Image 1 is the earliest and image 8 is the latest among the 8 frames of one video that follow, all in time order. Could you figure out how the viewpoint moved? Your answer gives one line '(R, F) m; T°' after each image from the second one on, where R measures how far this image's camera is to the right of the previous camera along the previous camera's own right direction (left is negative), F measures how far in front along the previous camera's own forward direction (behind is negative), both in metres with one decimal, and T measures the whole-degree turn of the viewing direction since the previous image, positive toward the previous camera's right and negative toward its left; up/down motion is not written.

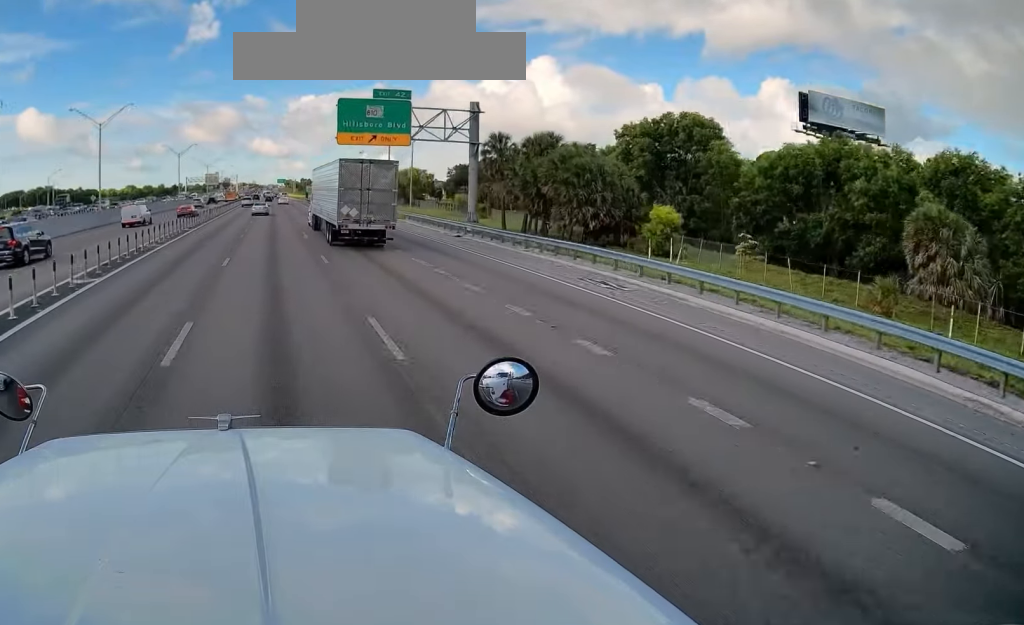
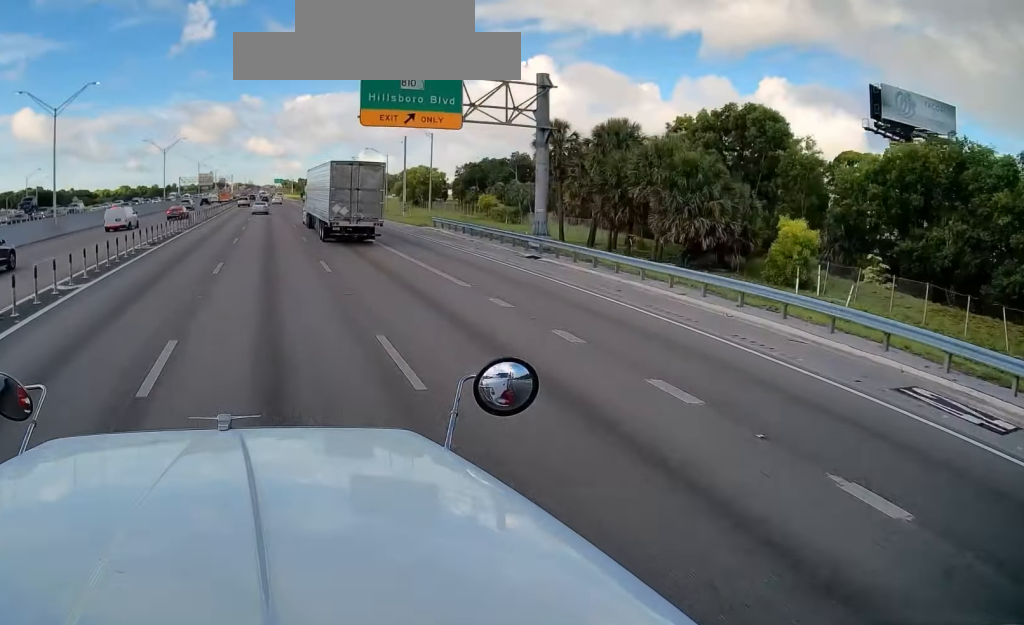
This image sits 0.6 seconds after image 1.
(+0.1, +14.0) m; 0°
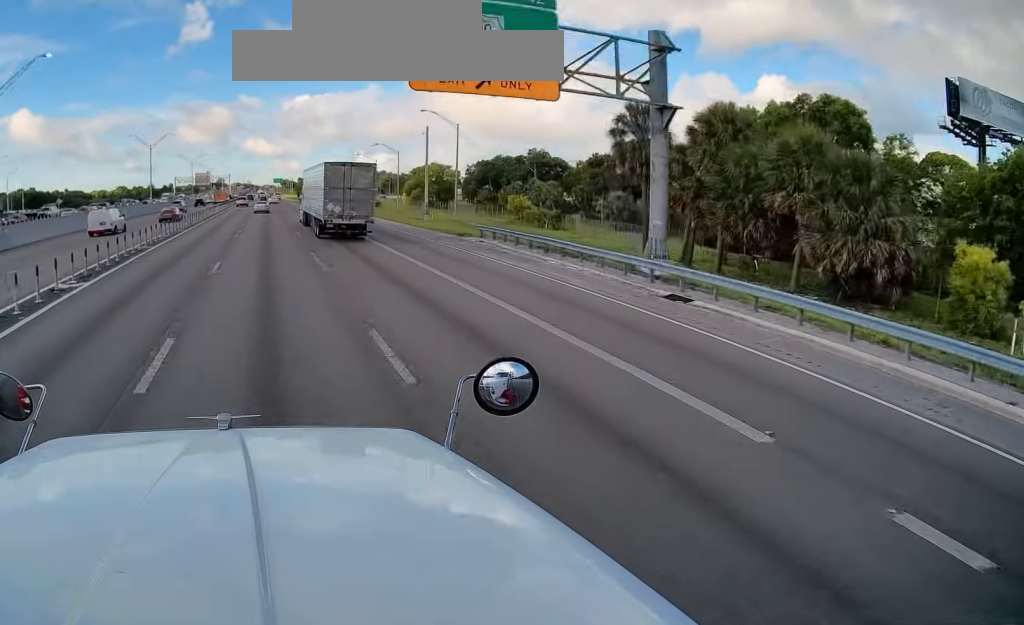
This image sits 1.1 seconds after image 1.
(0.0, +12.5) m; 0°
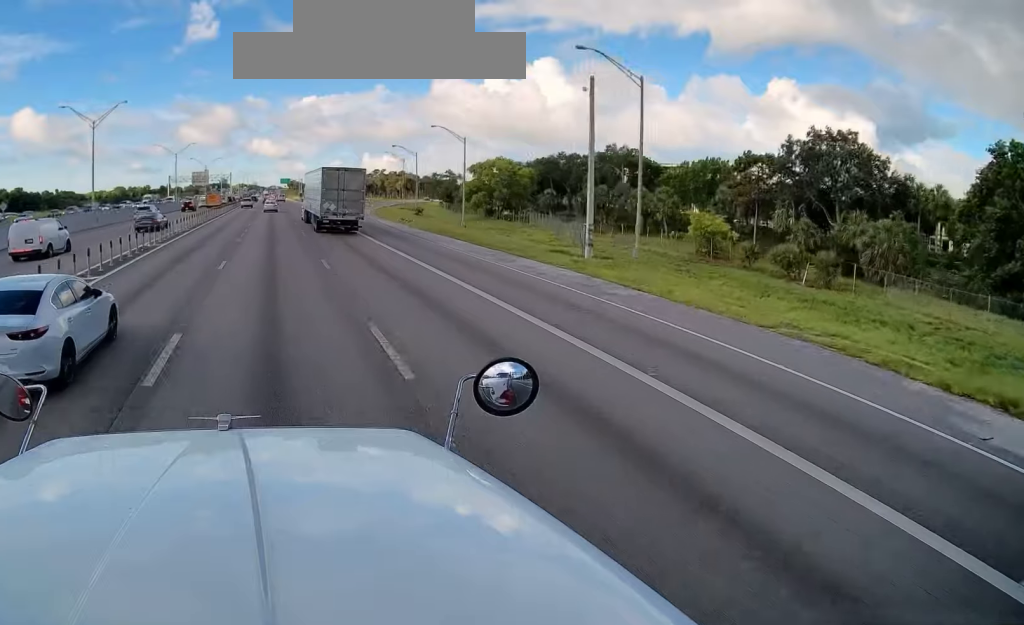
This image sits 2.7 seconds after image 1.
(-0.2, +37.3) m; 0°
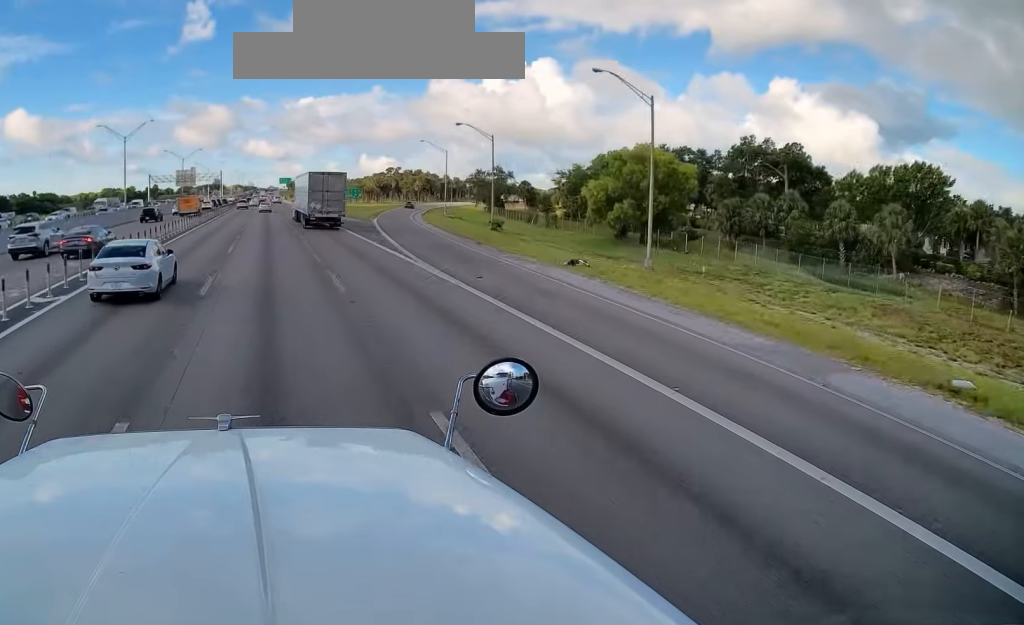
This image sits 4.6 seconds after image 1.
(-0.3, +42.4) m; -1°
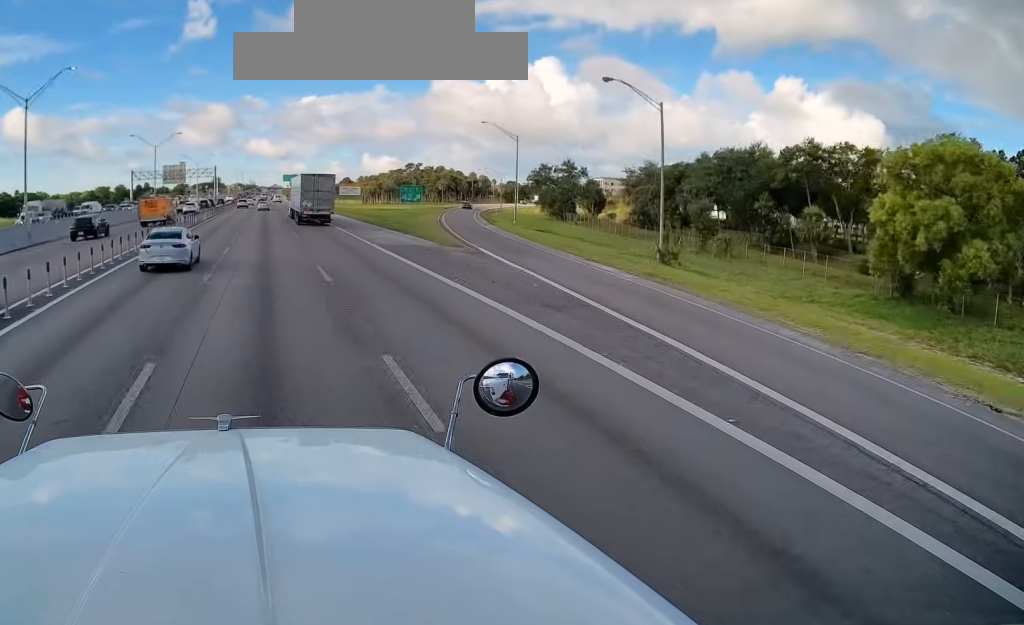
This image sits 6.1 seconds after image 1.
(+0.4, +35.5) m; +1°
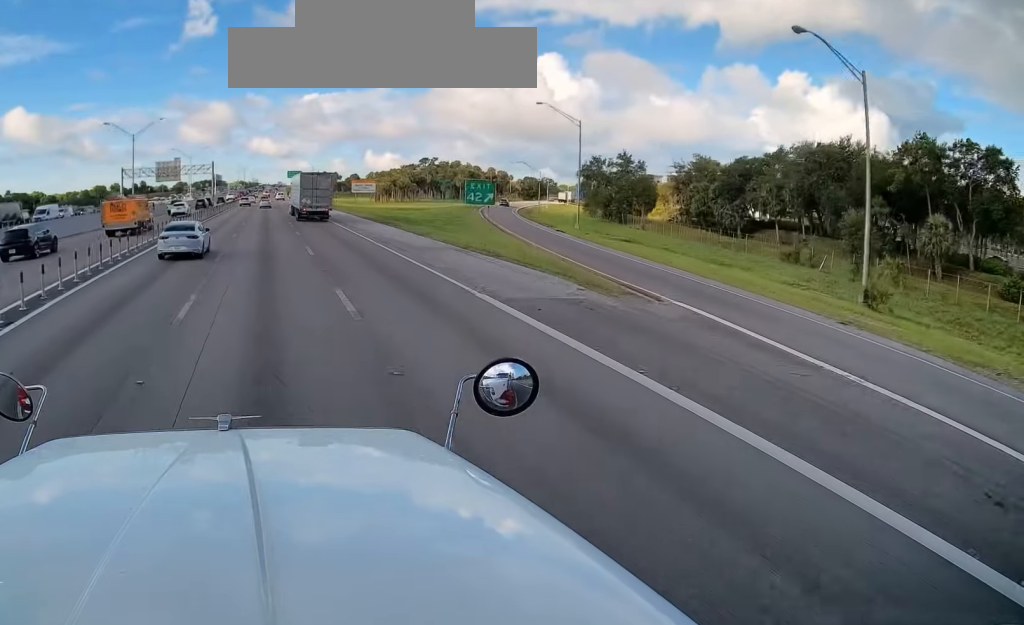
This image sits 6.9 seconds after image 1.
(0.0, +18.6) m; -1°
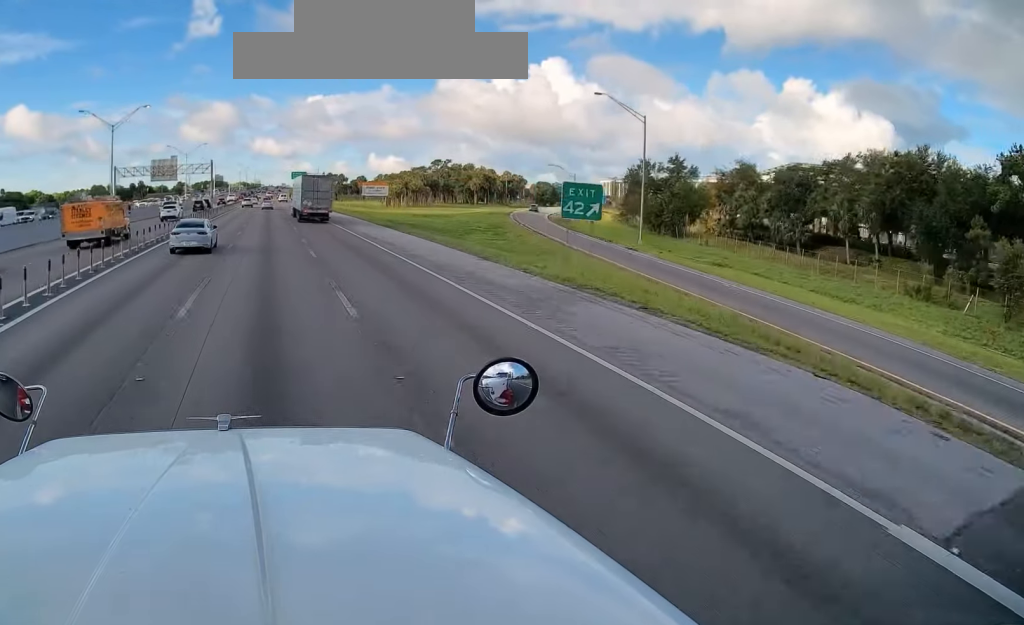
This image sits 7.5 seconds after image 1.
(0.0, +13.3) m; -1°
